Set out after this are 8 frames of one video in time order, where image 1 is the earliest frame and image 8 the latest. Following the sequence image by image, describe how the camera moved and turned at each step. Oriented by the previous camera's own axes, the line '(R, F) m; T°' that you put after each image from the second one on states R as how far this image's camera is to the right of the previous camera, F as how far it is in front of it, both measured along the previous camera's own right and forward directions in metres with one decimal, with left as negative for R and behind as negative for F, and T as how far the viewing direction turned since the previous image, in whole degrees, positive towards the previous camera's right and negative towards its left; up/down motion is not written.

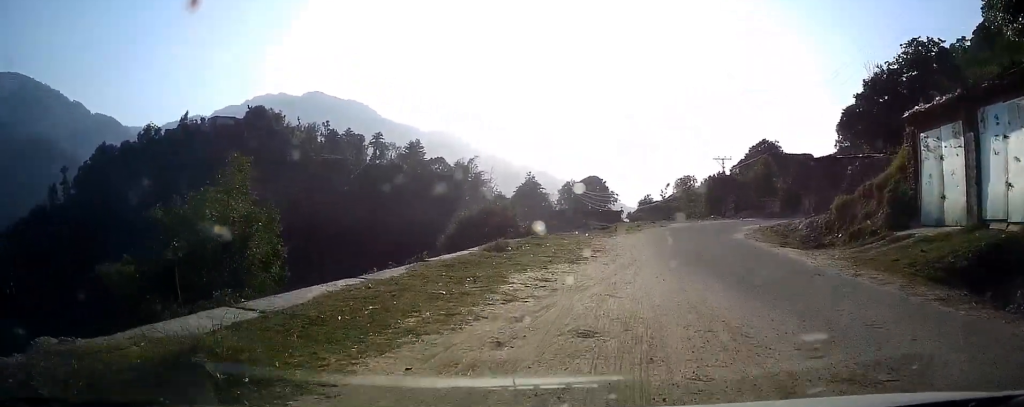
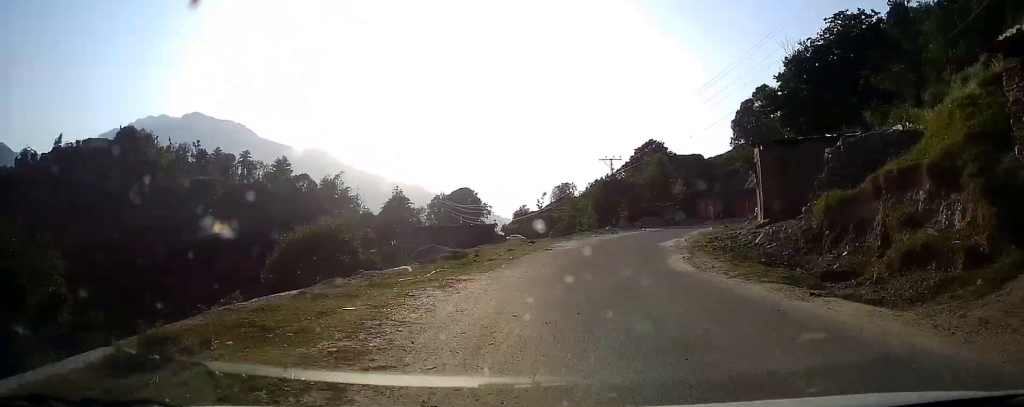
(-0.4, +6.4) m; 0°
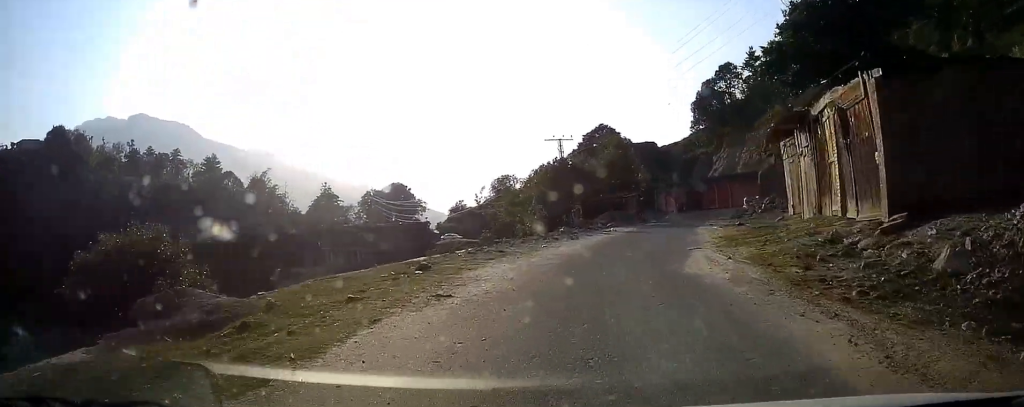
(+0.2, +7.8) m; +3°
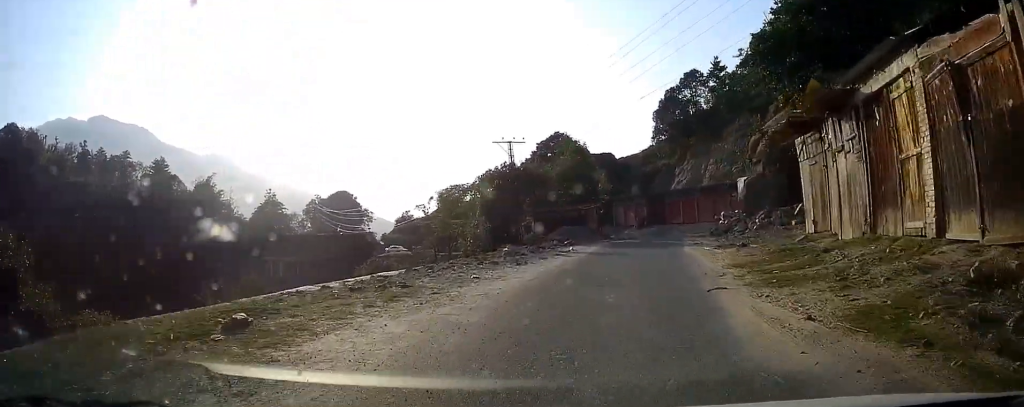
(0.0, +4.3) m; +3°
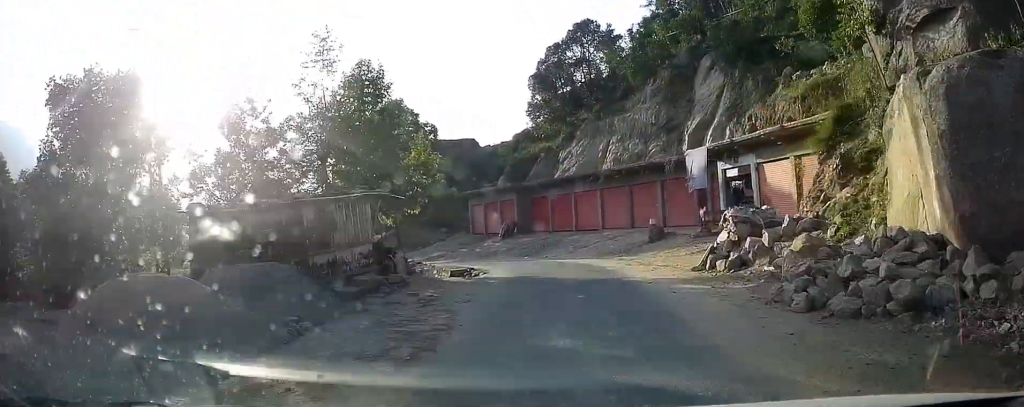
(+3.1, +21.1) m; +14°
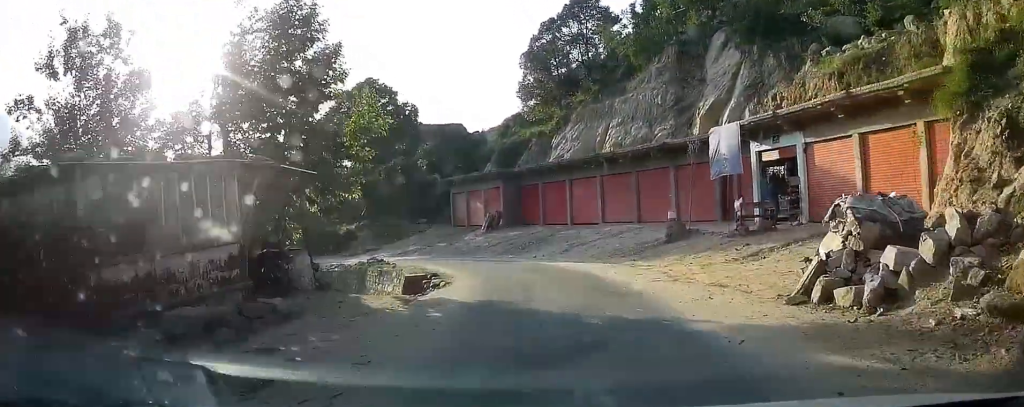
(0.0, +4.9) m; 0°
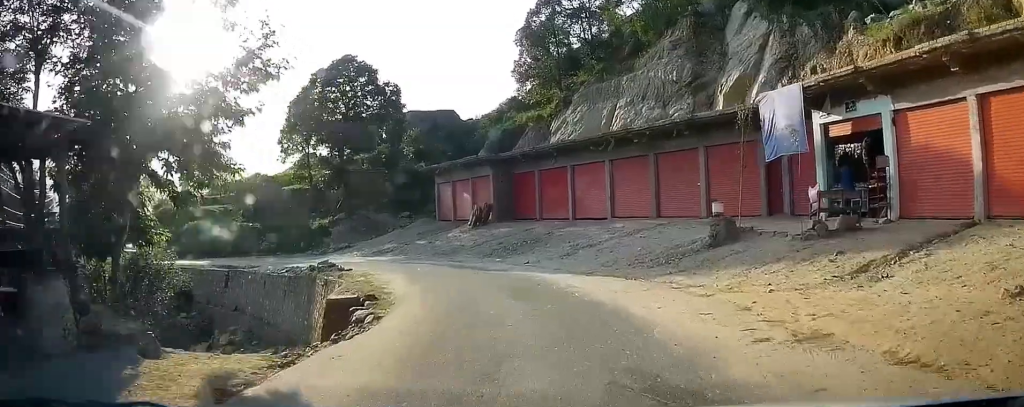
(0.0, +5.3) m; 0°
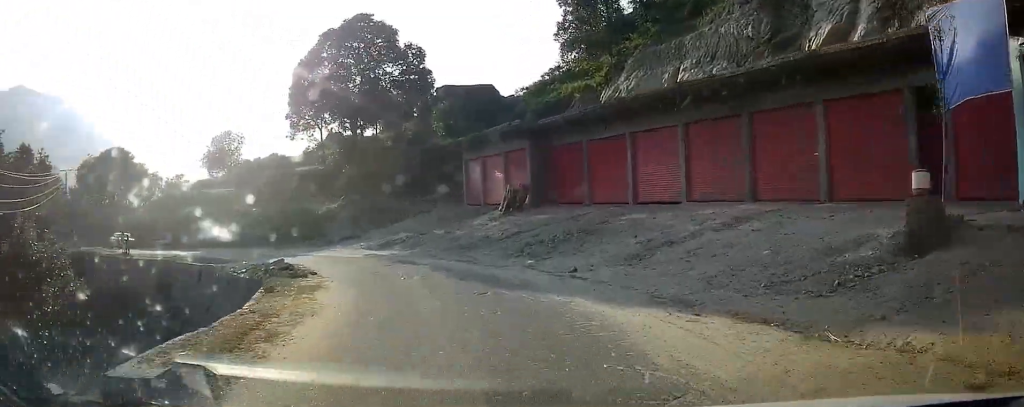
(+0.1, +6.7) m; -1°
